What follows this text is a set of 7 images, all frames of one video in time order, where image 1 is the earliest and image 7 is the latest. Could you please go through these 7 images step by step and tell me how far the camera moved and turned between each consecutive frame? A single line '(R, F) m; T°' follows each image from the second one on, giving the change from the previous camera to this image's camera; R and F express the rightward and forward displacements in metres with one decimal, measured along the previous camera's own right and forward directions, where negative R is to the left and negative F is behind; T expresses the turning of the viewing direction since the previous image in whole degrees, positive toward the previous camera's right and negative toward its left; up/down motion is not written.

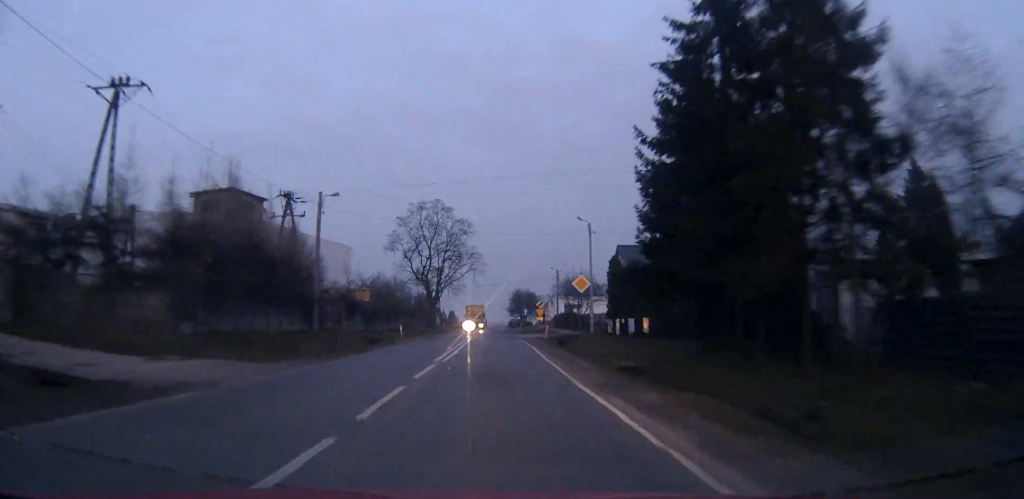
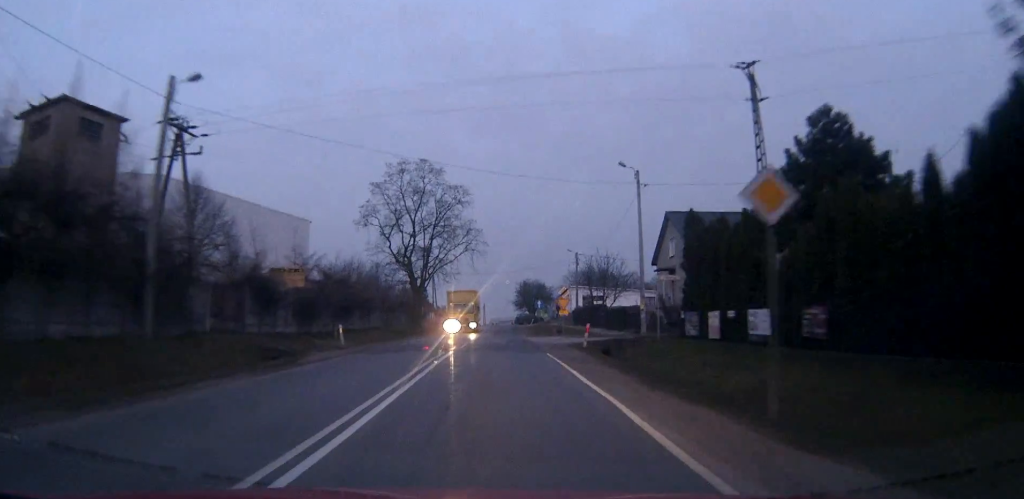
(0.0, +22.2) m; 0°
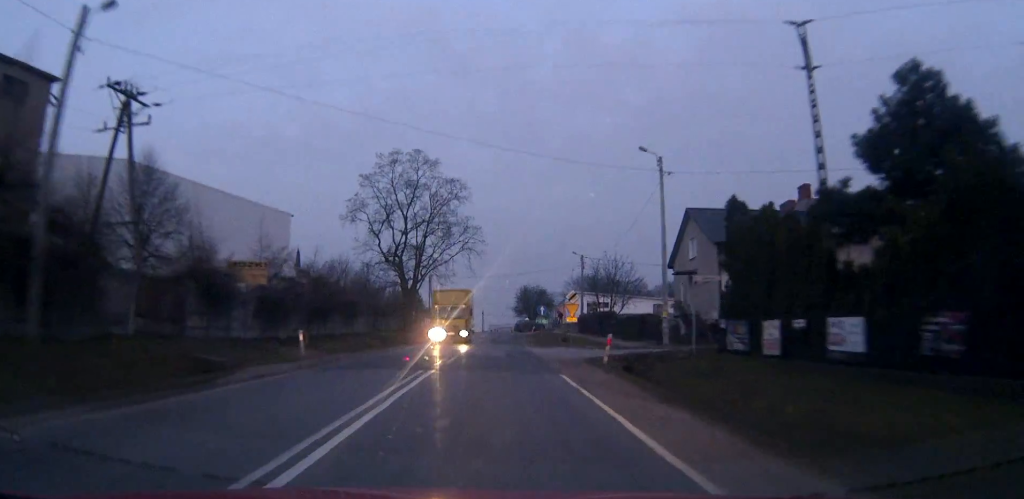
(0.0, +6.4) m; 0°
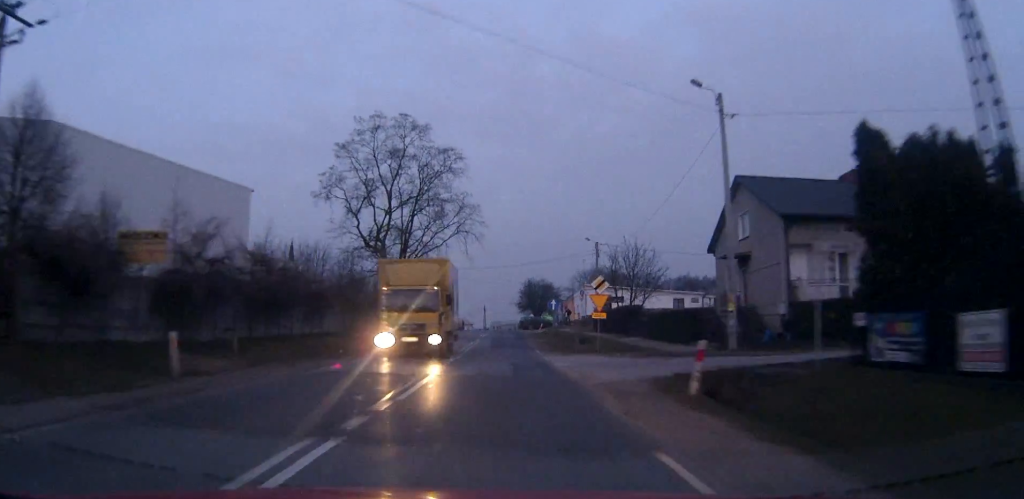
(0.0, +10.9) m; 0°
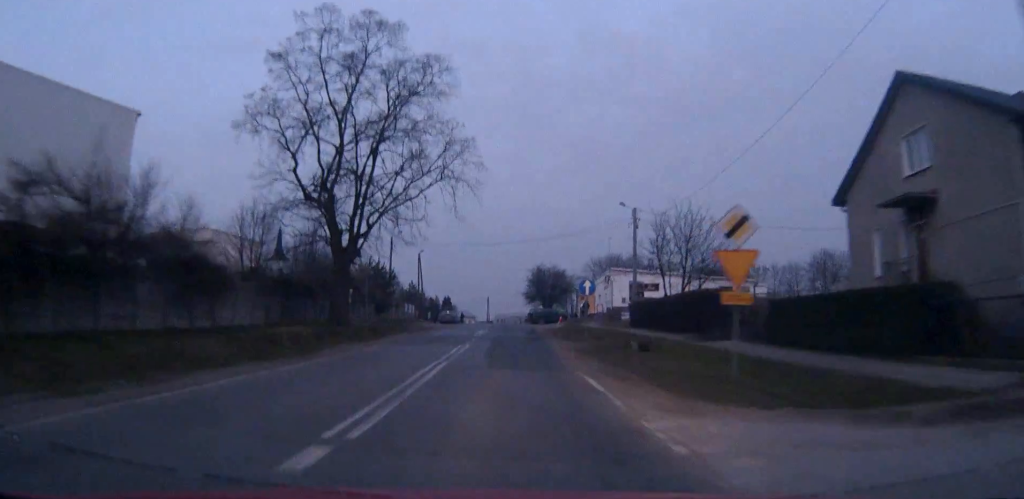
(-0.1, +18.5) m; -1°
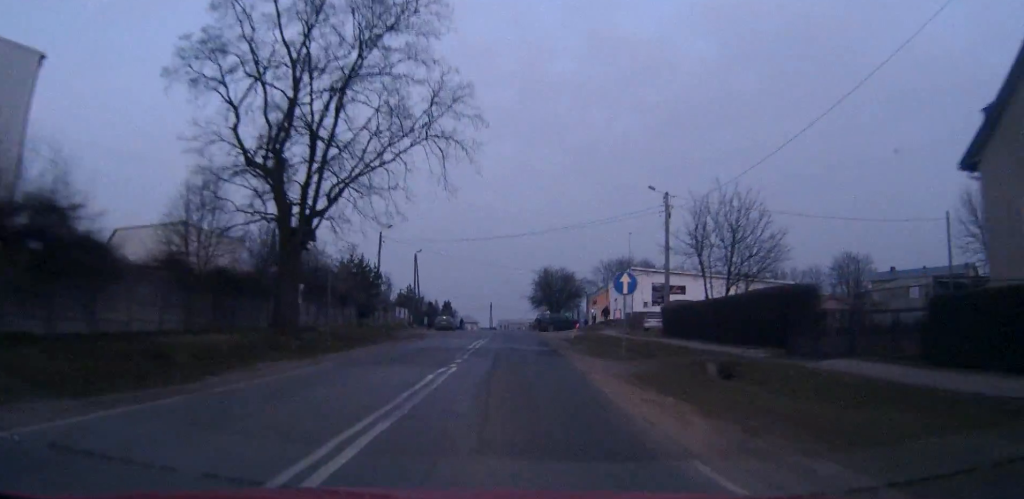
(-0.2, +9.3) m; -1°
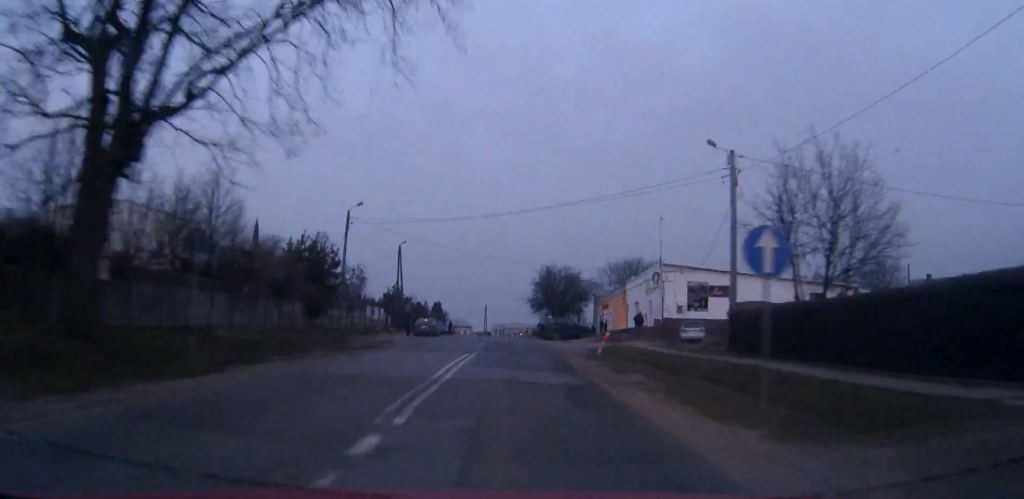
(0.0, +13.5) m; 0°
